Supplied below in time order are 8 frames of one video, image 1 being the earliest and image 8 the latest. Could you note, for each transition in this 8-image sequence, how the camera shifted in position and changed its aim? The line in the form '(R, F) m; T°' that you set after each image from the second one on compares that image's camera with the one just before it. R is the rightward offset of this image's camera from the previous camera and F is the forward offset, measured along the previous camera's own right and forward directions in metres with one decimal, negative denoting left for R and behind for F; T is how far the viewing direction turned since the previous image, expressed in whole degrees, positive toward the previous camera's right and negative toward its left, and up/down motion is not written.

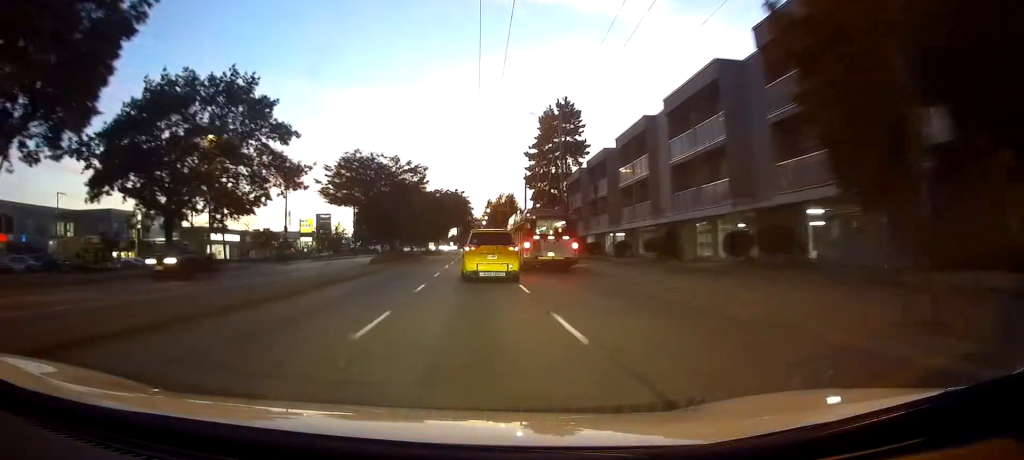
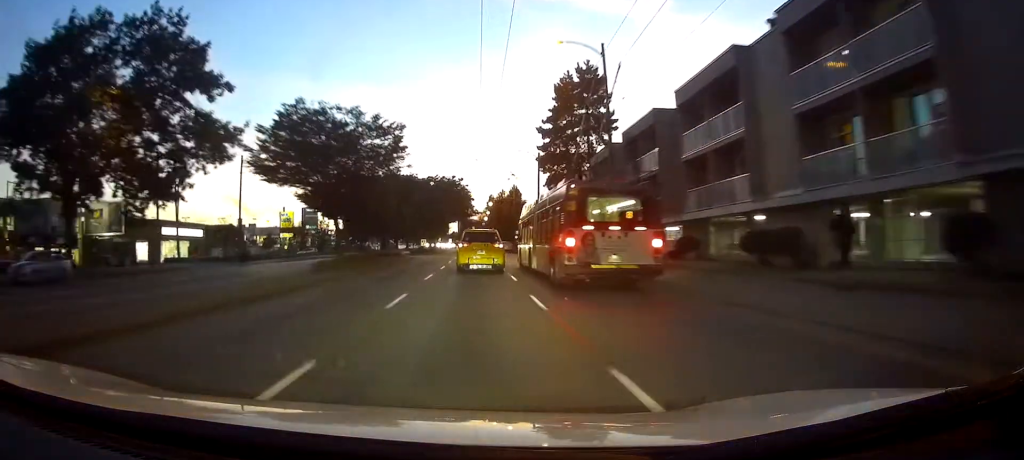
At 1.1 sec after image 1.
(+0.1, +13.9) m; 0°
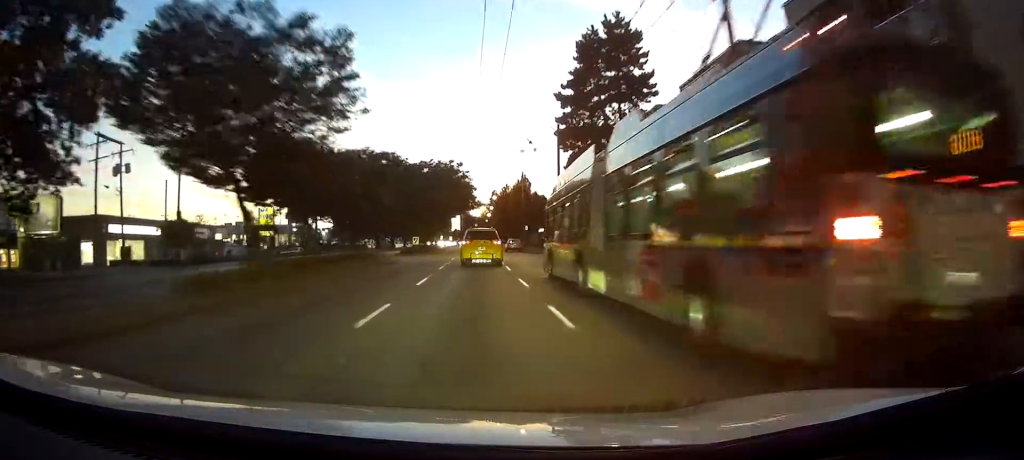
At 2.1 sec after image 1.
(0.0, +12.4) m; -1°
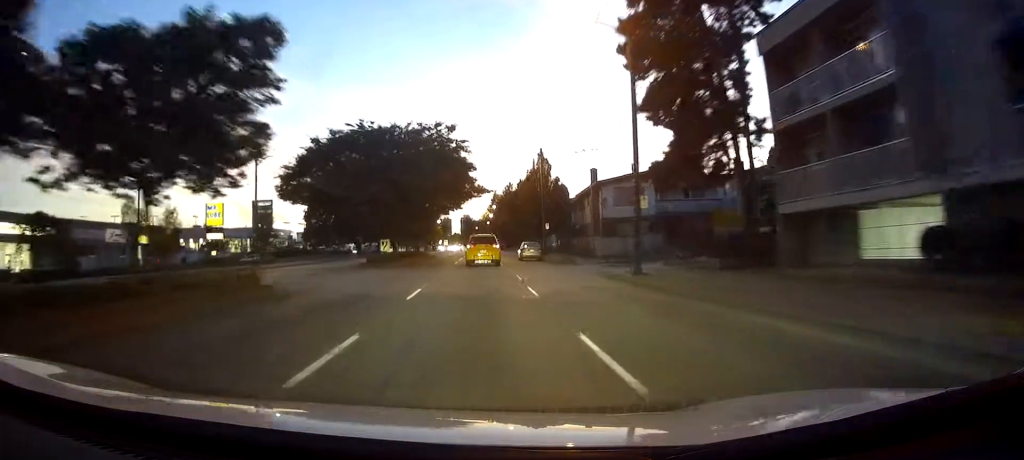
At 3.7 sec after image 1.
(-0.3, +21.0) m; 0°
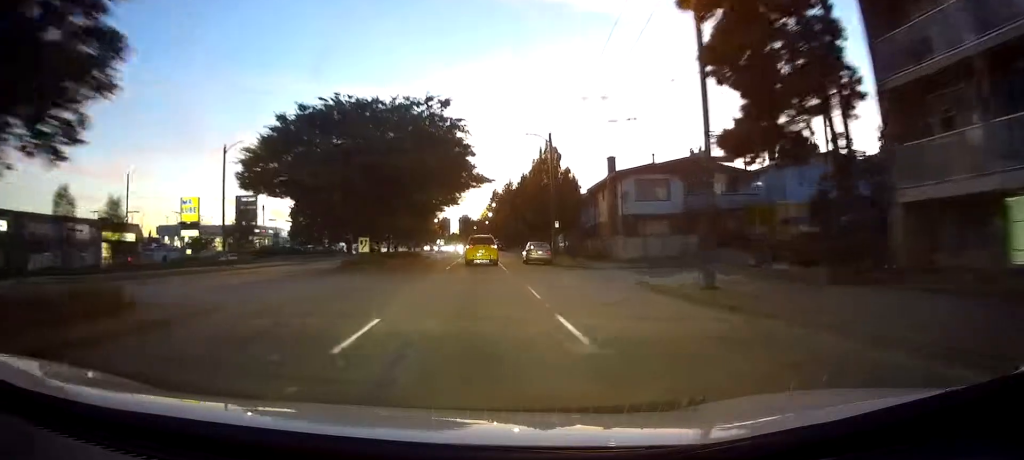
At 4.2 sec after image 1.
(+0.1, +7.2) m; 0°
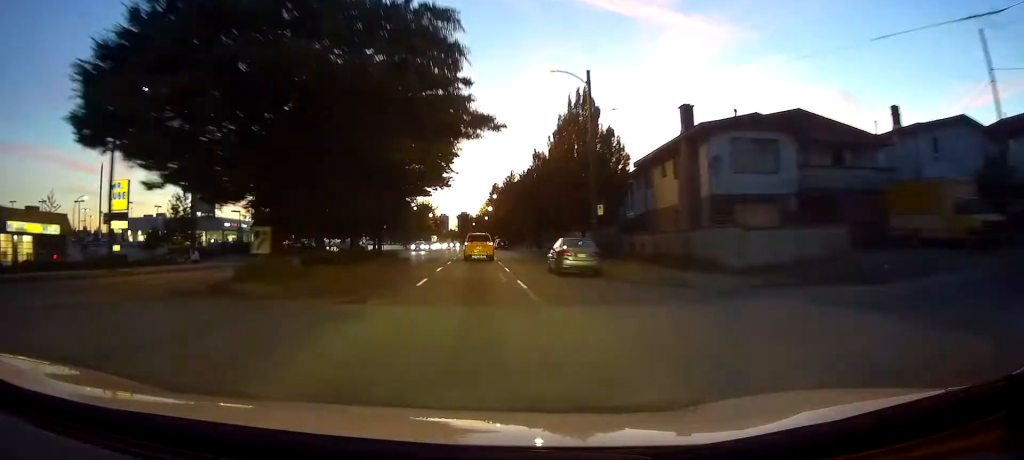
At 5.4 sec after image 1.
(+0.1, +16.4) m; 0°
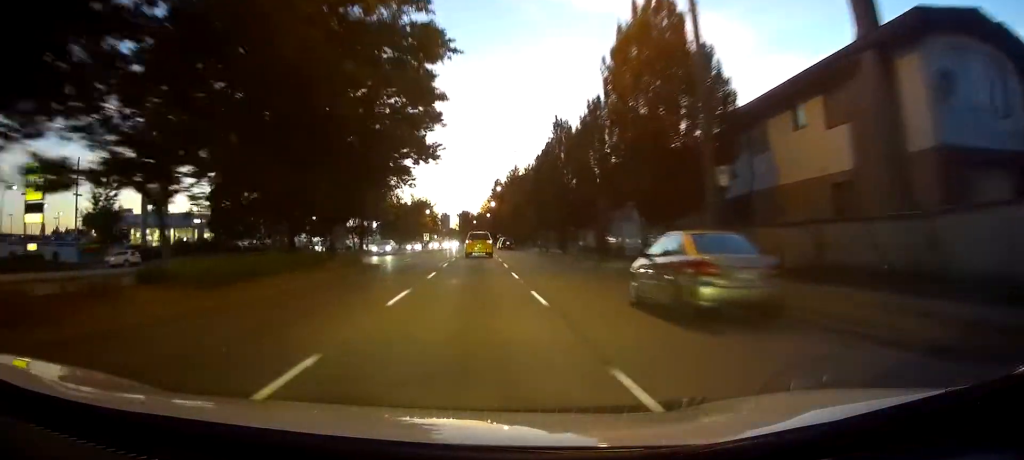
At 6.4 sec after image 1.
(0.0, +14.4) m; 0°
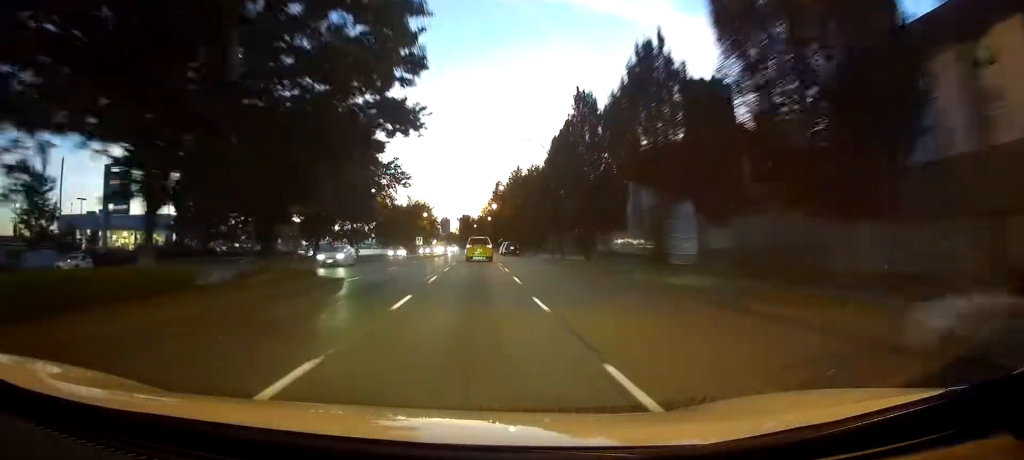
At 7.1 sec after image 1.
(0.0, +9.0) m; 0°
